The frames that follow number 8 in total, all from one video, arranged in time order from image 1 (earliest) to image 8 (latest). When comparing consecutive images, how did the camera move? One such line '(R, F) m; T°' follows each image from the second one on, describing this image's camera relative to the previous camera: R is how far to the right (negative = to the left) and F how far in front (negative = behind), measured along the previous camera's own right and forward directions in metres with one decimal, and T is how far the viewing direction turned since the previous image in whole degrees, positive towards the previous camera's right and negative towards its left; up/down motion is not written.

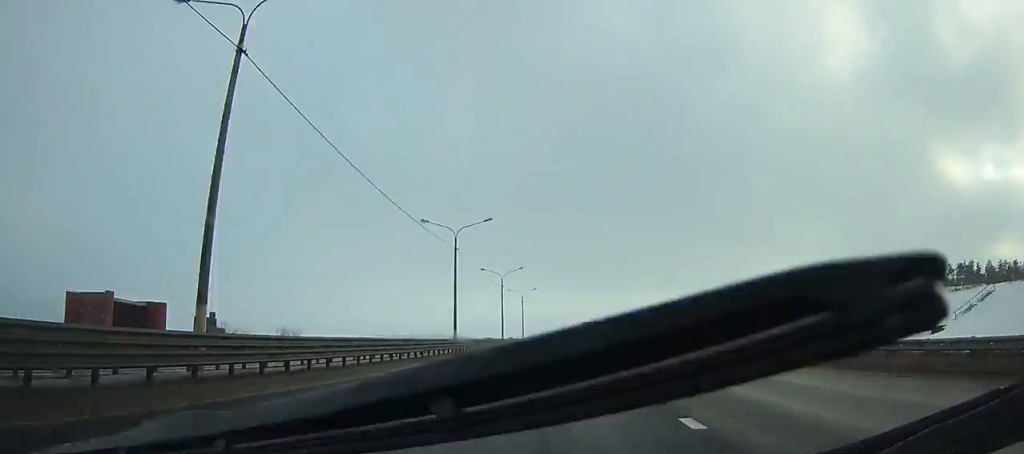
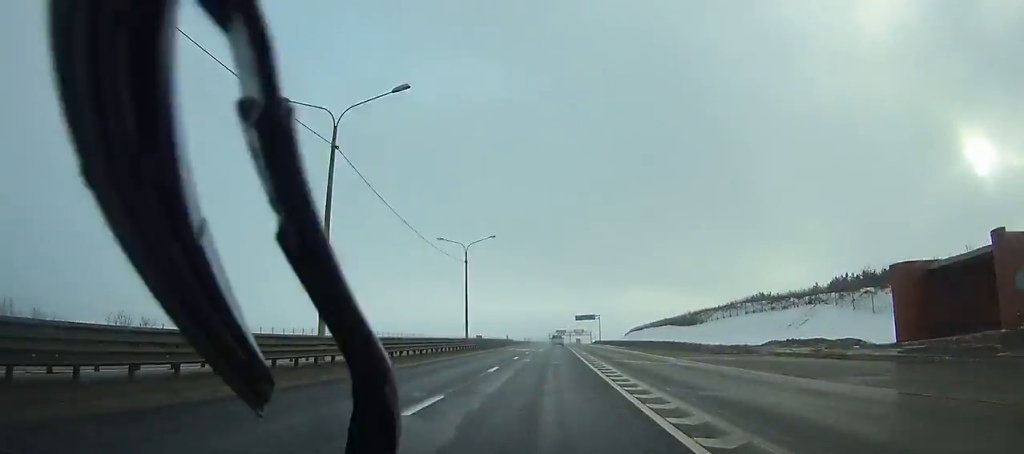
(+0.6, +60.8) m; +1°
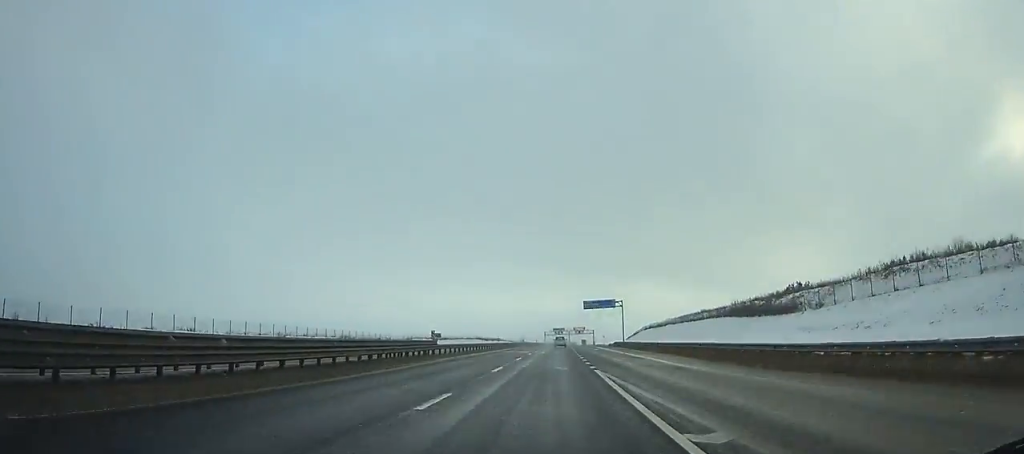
(+0.3, +58.3) m; +1°
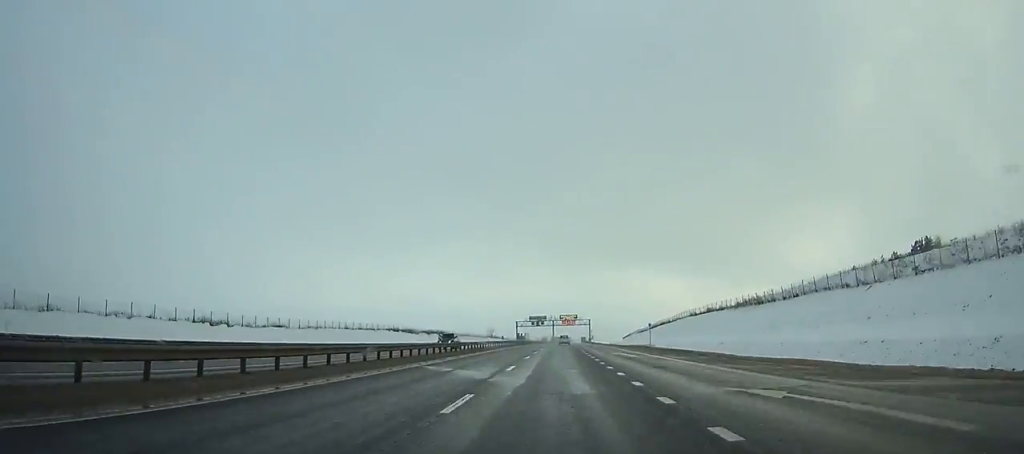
(+1.7, +120.0) m; +2°
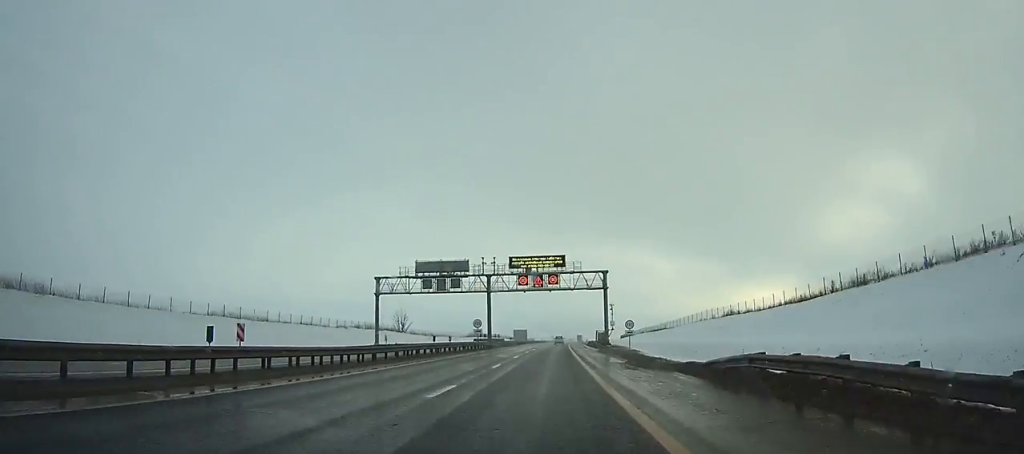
(+4.2, +165.4) m; +2°
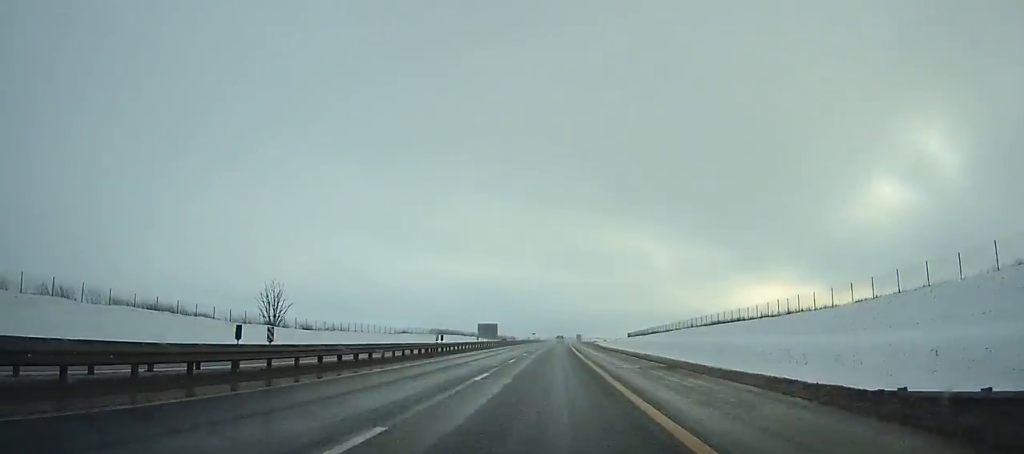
(+0.7, +91.1) m; +1°
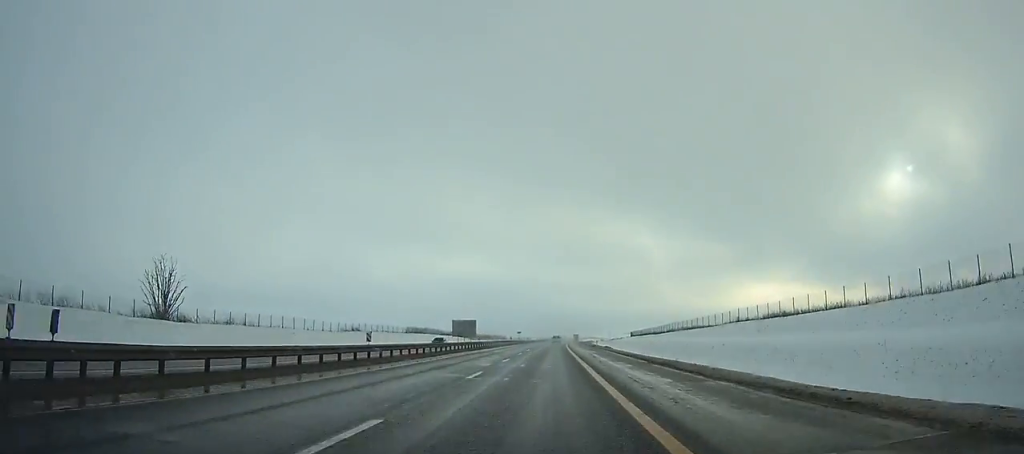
(+0.2, +36.3) m; 0°
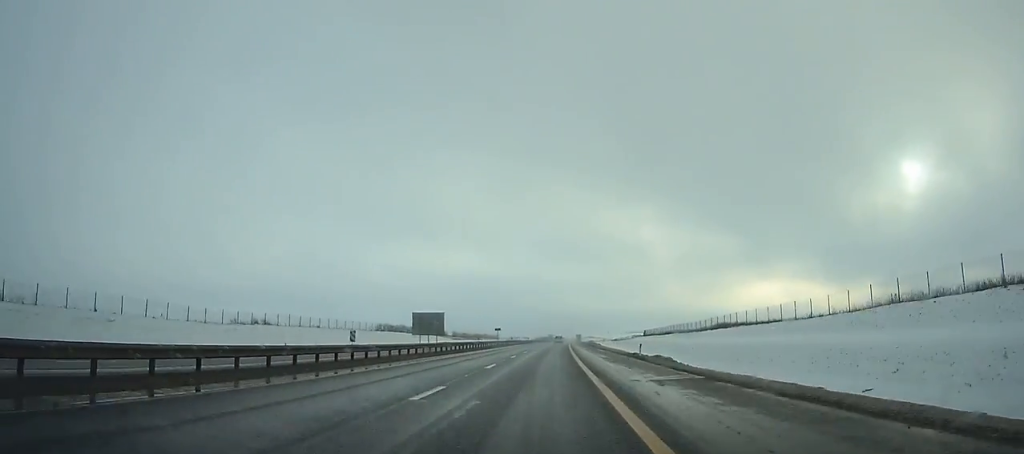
(+0.2, +42.2) m; +1°
